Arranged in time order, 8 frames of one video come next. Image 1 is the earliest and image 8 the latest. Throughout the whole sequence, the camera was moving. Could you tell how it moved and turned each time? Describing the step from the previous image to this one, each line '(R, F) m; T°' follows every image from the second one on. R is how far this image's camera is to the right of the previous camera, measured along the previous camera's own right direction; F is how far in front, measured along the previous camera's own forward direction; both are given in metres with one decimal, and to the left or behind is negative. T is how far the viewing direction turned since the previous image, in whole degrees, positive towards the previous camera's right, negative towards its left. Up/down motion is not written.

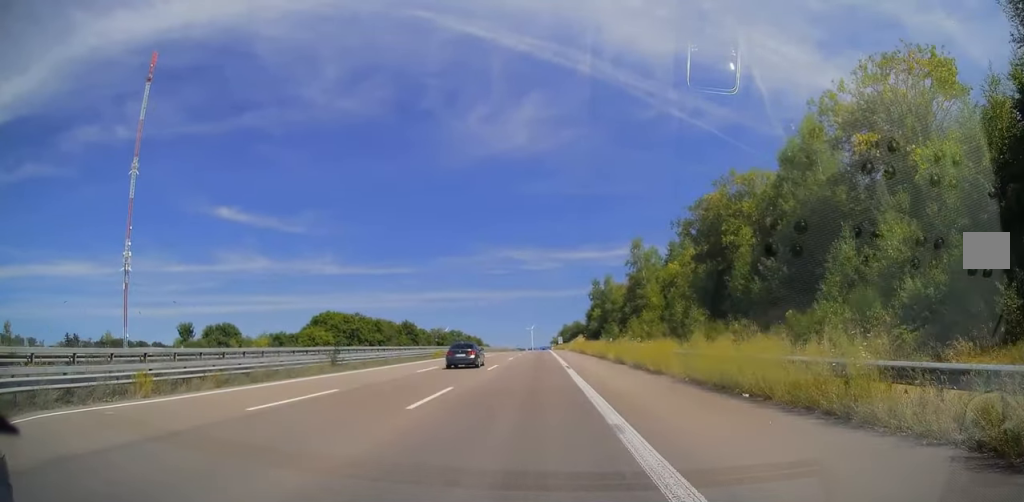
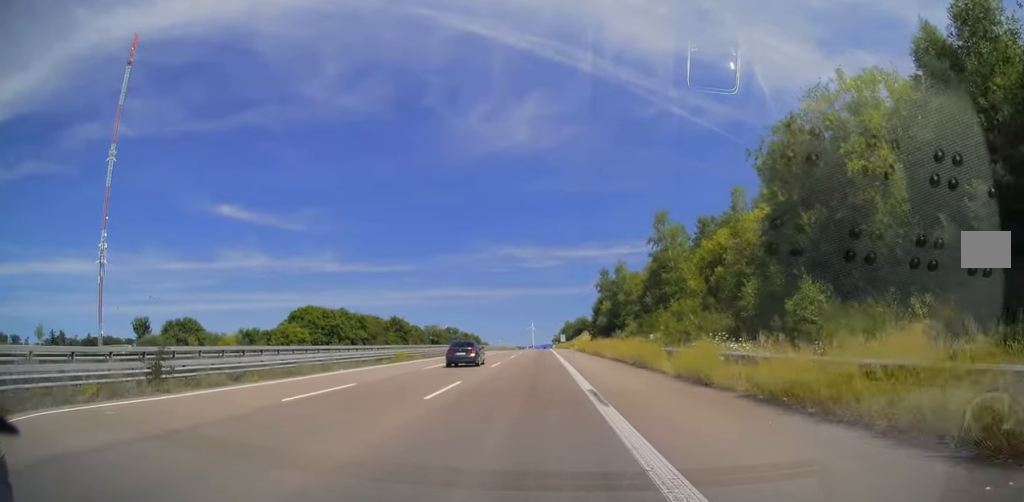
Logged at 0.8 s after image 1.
(0.0, +15.9) m; -1°
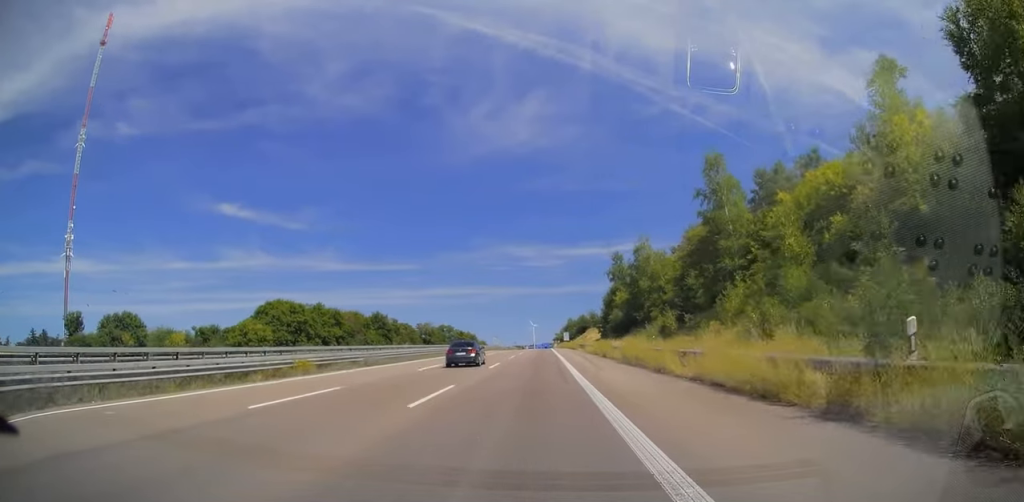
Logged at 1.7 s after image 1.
(-0.3, +19.6) m; 0°
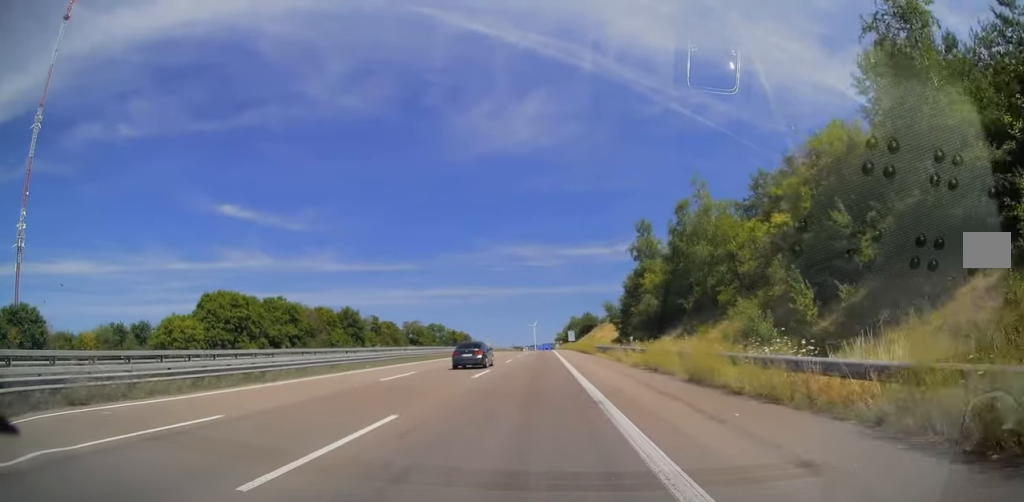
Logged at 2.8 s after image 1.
(+0.3, +25.1) m; 0°
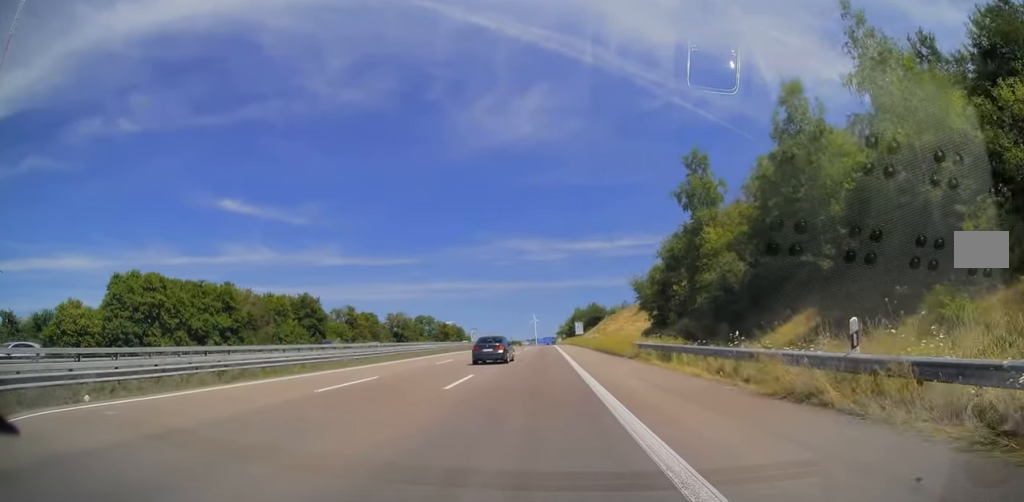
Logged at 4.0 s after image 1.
(-0.4, +24.7) m; 0°
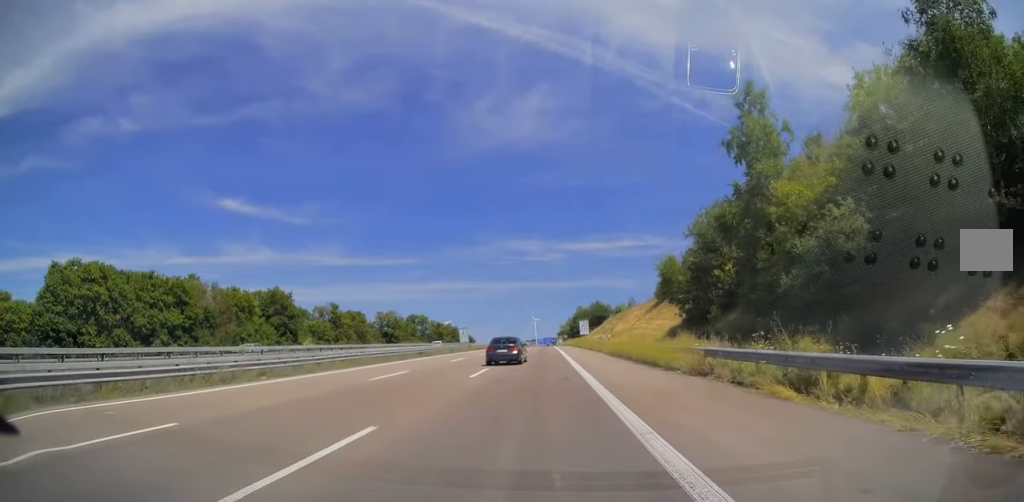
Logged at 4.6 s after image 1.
(+0.3, +12.9) m; 0°
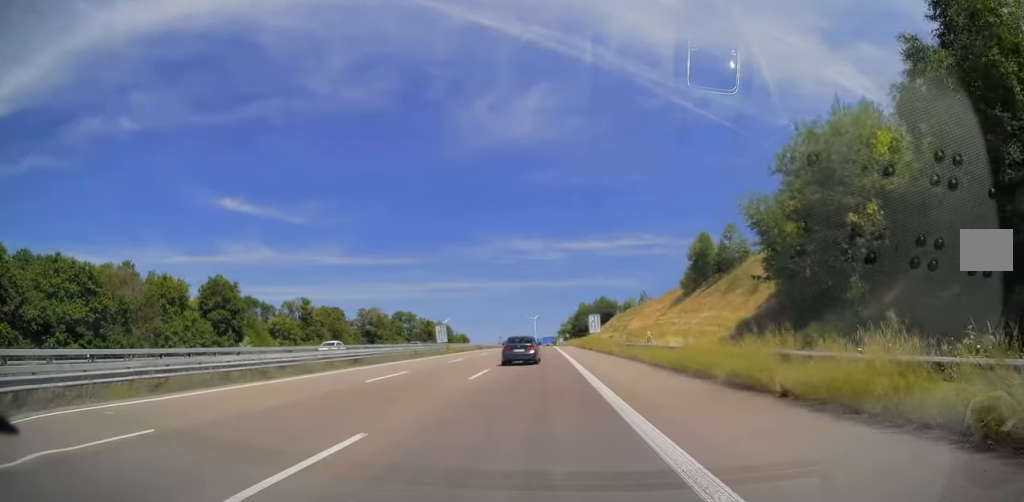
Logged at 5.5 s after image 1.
(-0.1, +18.9) m; 0°
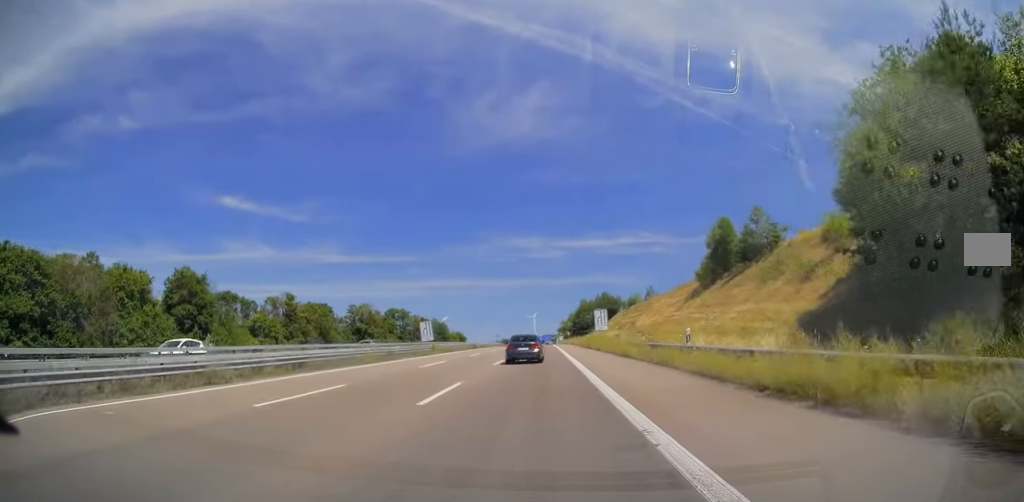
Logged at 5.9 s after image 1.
(-0.2, +8.5) m; 0°
